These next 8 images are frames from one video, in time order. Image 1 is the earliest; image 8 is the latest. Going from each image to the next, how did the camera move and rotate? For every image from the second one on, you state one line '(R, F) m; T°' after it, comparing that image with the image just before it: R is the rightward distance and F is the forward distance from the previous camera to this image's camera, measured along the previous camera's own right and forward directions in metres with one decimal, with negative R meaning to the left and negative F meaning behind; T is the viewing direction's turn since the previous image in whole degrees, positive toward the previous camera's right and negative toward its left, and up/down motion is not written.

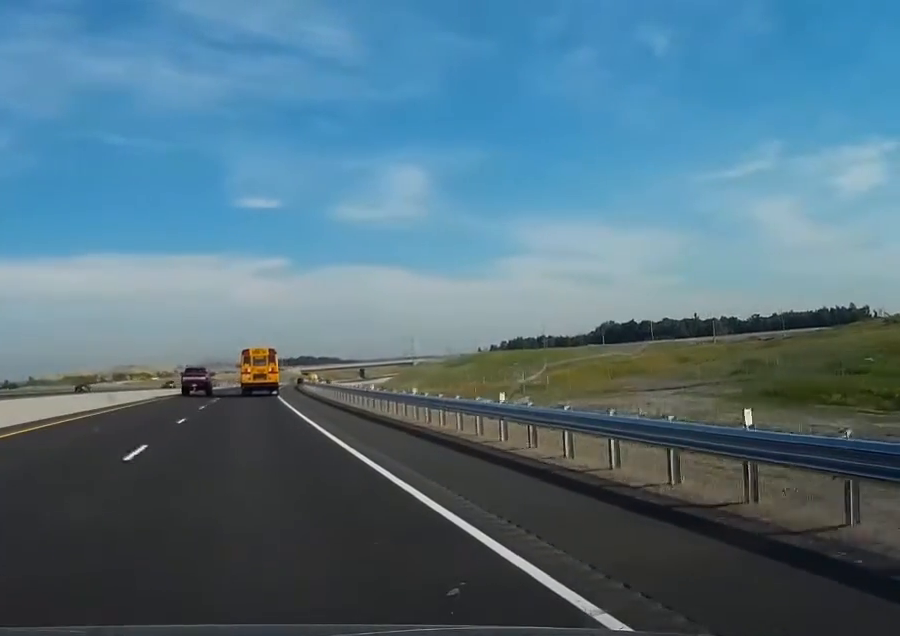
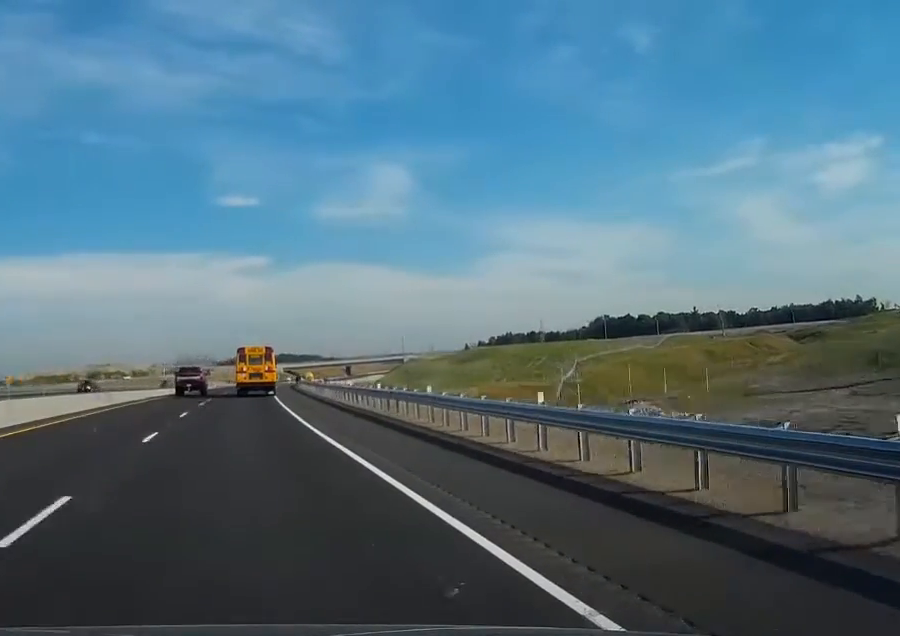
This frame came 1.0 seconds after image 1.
(+0.2, +31.5) m; +1°
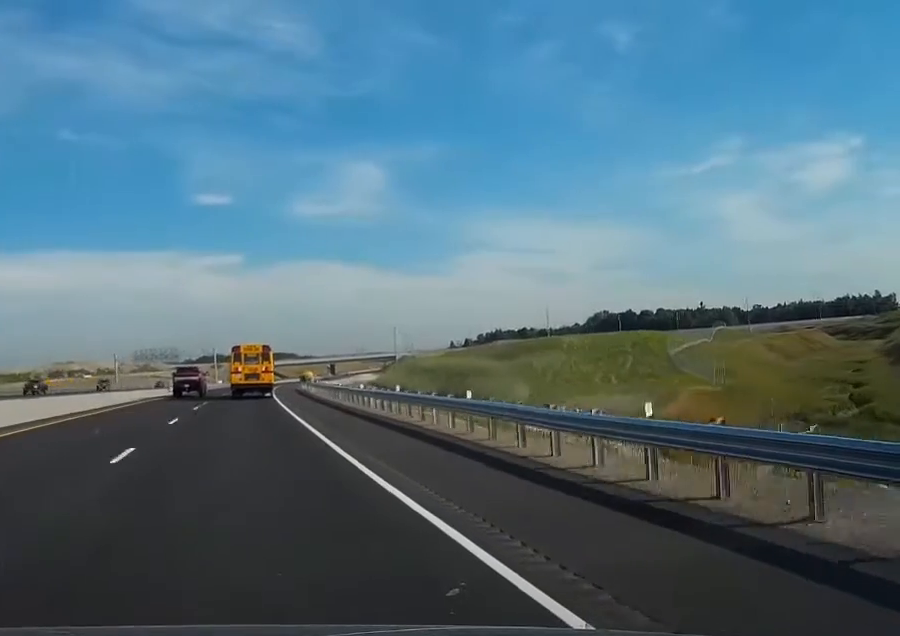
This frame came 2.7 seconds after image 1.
(+1.0, +51.9) m; +2°
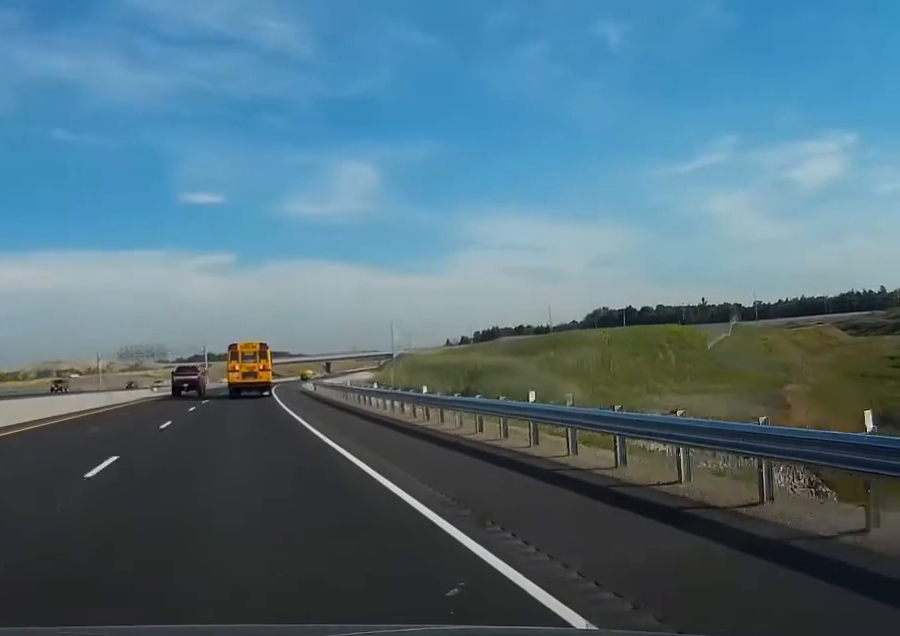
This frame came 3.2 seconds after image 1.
(0.0, +14.3) m; +1°
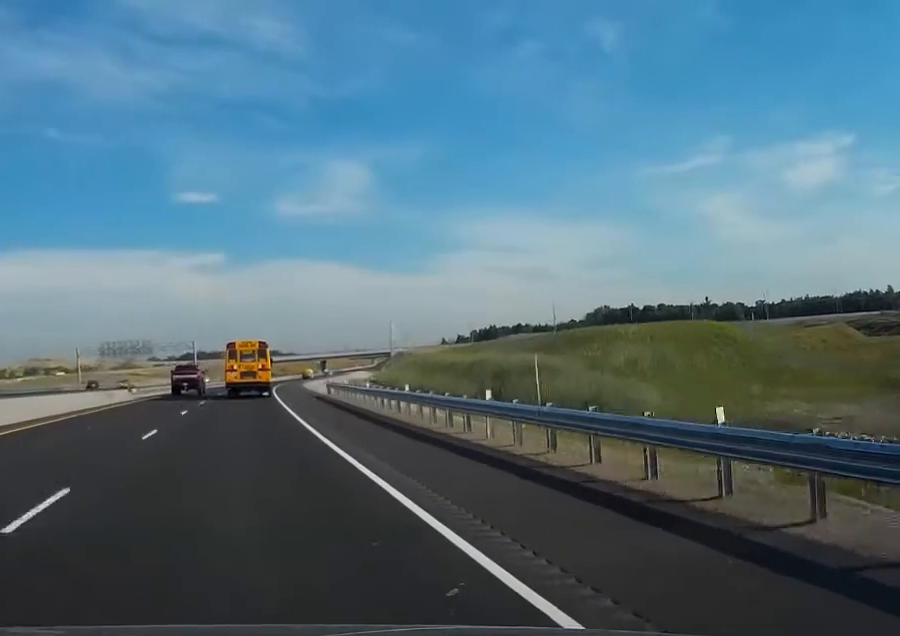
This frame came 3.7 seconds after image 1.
(+0.1, +16.3) m; +1°
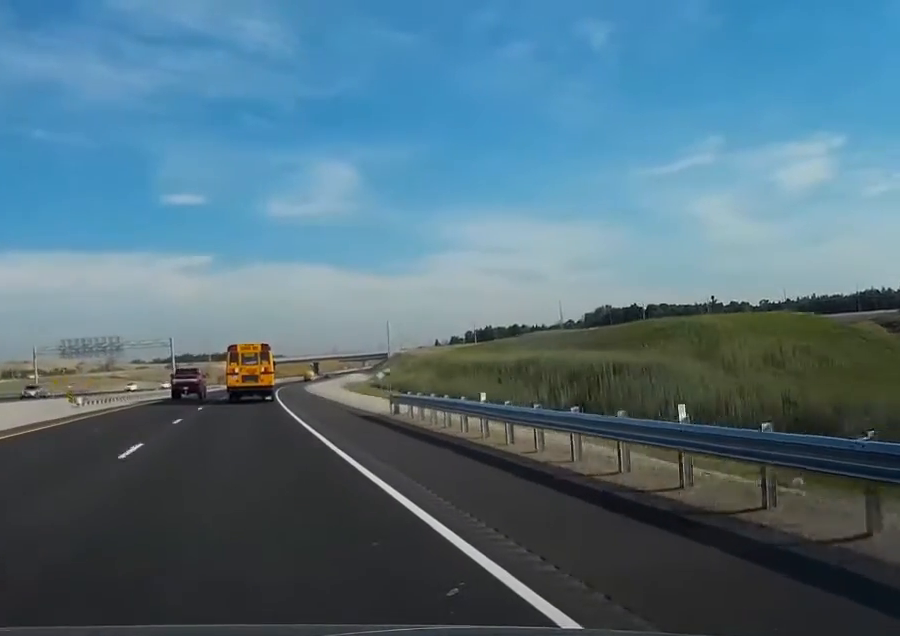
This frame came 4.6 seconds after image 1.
(+0.3, +27.6) m; +1°
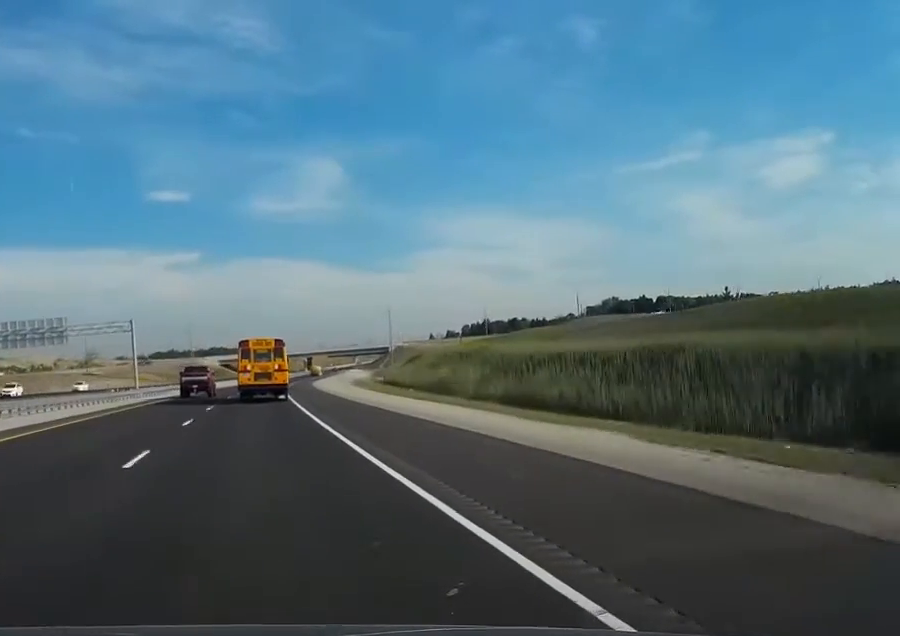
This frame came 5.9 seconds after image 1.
(+0.2, +37.8) m; 0°
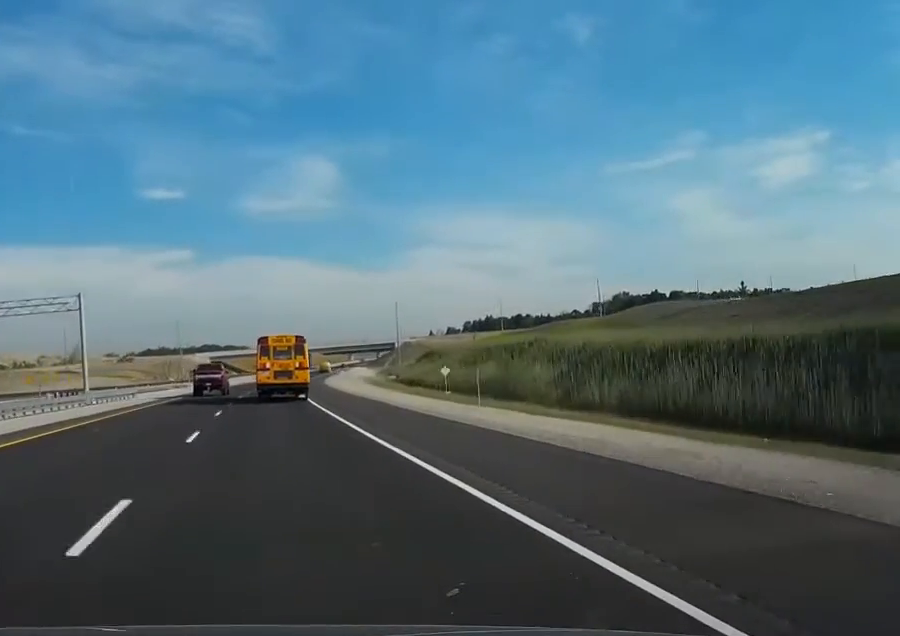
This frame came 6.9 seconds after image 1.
(0.0, +30.6) m; 0°
